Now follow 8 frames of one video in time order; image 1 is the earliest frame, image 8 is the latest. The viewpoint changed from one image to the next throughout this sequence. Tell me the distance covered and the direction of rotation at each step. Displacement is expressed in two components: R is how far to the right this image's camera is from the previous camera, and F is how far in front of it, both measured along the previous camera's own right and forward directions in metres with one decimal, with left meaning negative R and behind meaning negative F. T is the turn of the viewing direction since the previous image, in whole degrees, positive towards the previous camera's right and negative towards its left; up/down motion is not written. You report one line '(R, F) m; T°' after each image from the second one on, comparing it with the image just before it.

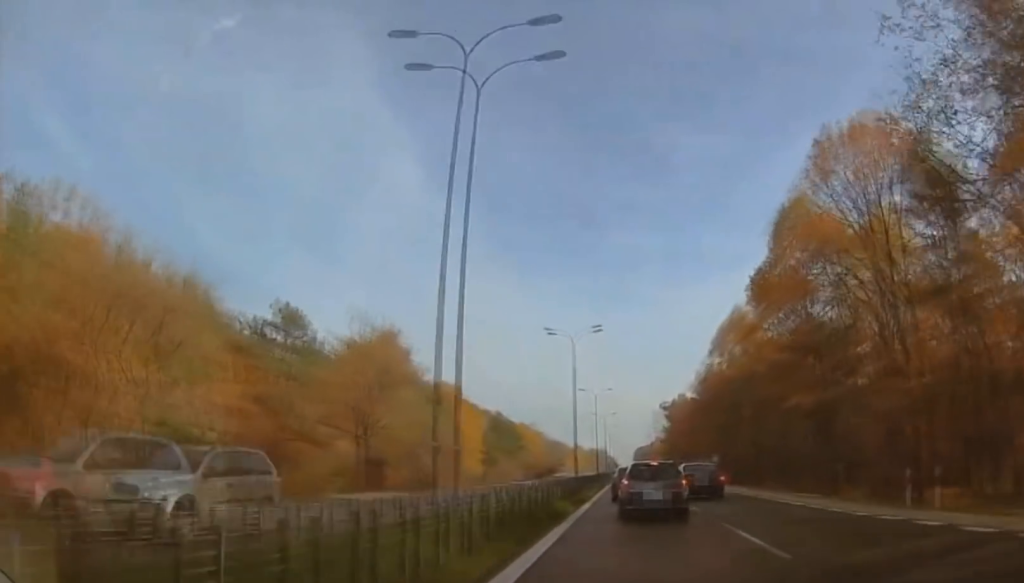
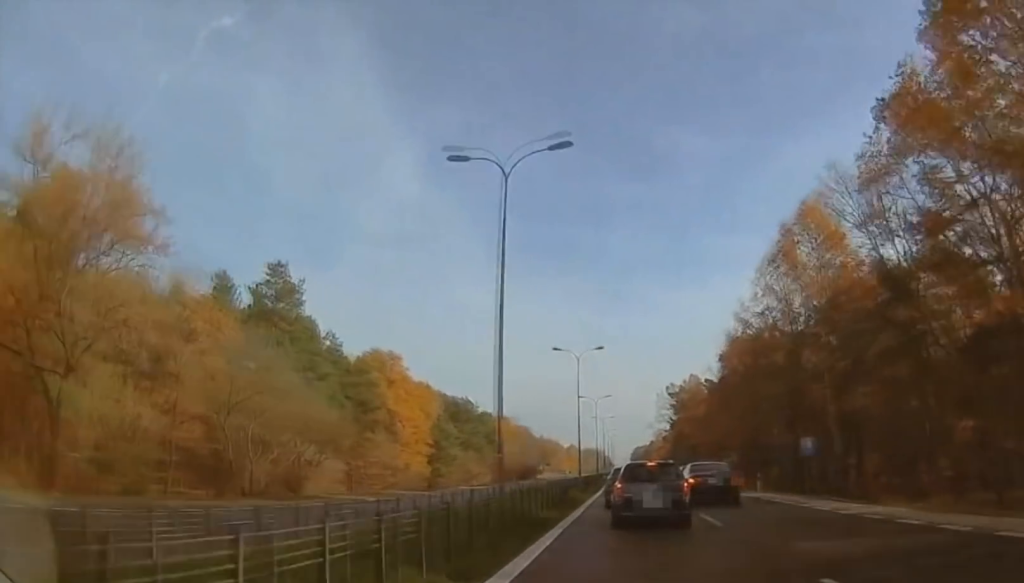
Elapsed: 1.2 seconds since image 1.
(0.0, +29.9) m; +2°
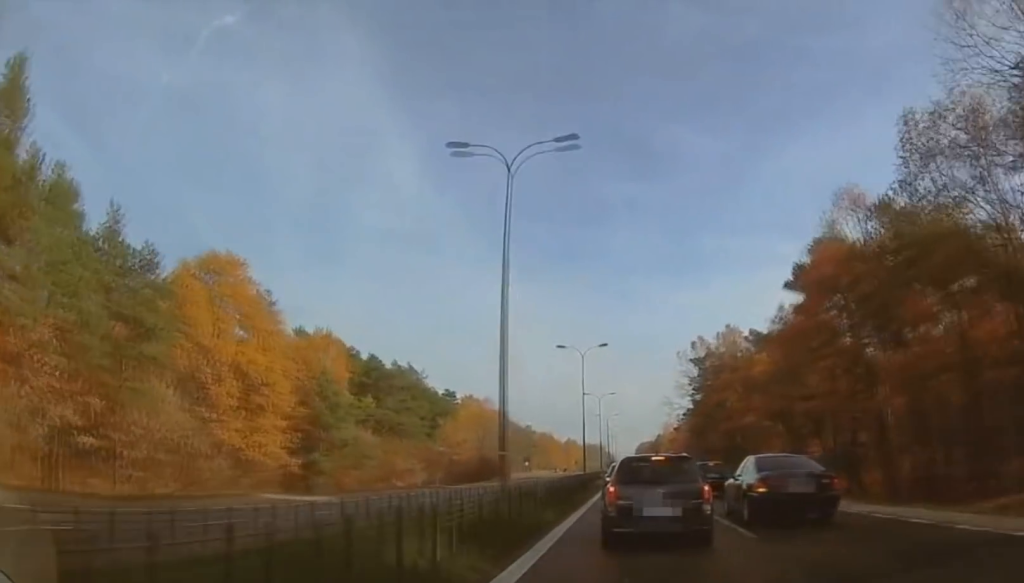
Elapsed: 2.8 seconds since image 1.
(-0.1, +37.7) m; -1°
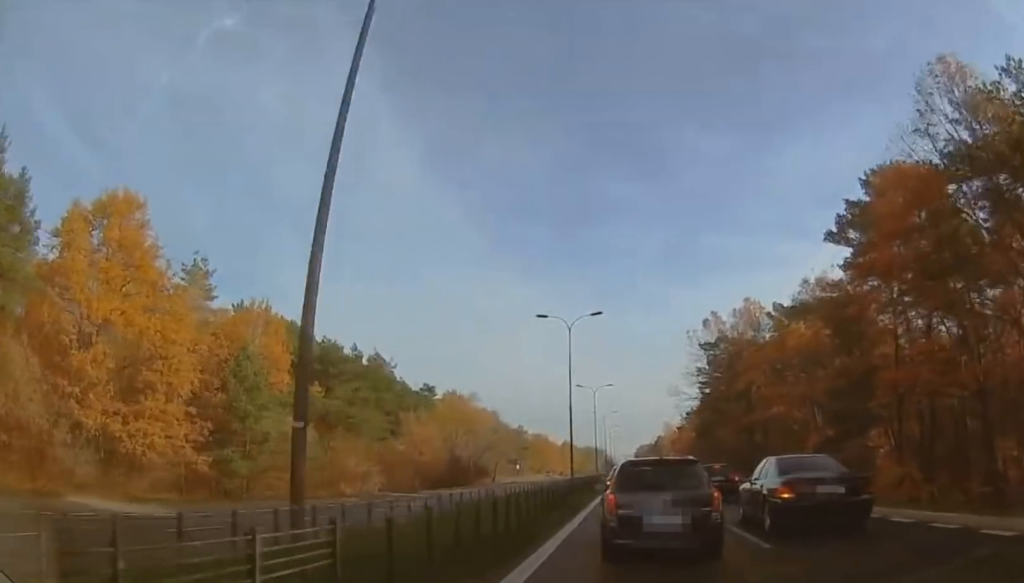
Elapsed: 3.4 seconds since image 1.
(-0.8, +13.5) m; 0°
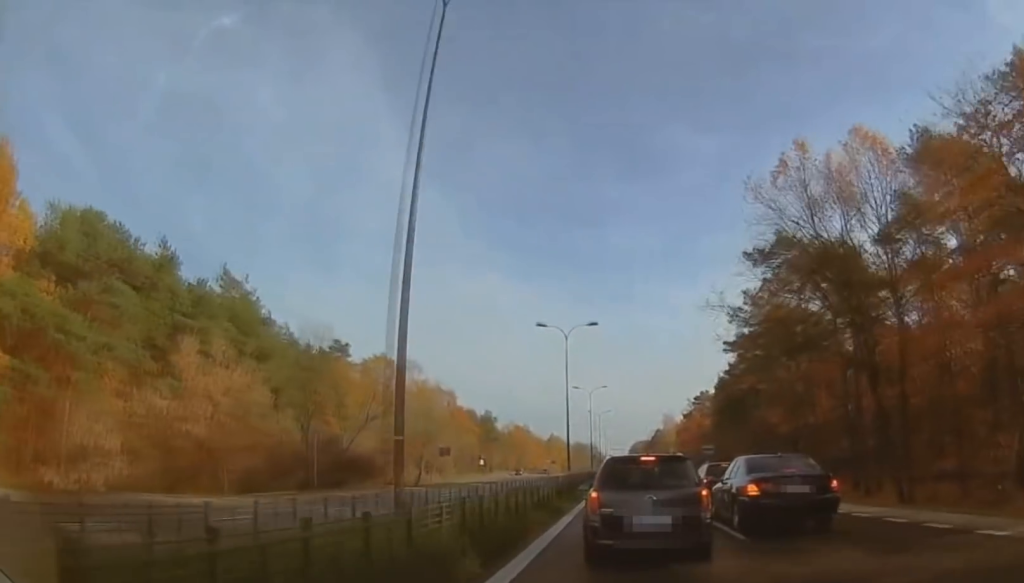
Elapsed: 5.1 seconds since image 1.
(+0.4, +35.2) m; -3°
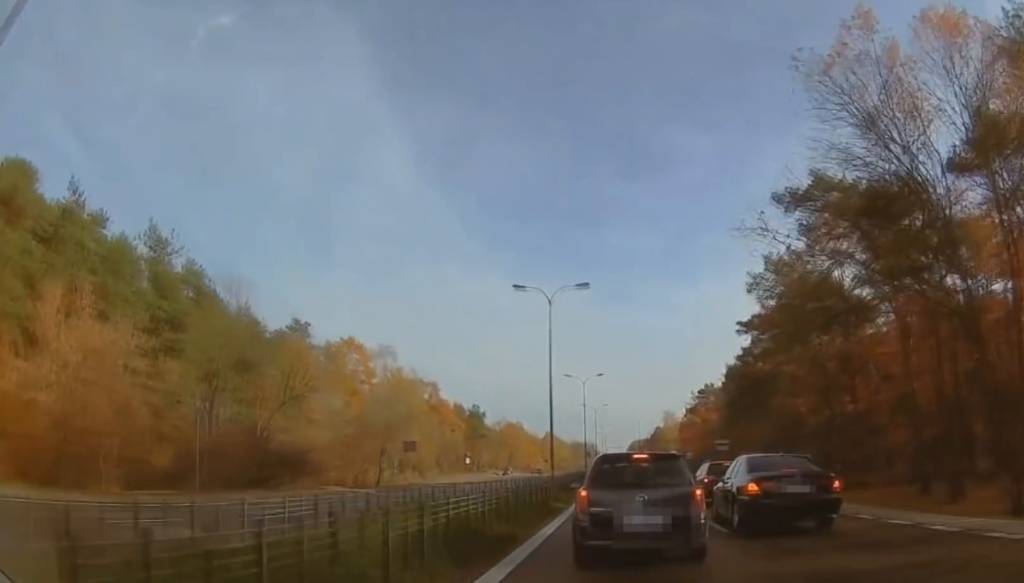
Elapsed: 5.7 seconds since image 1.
(-0.2, +10.6) m; 0°
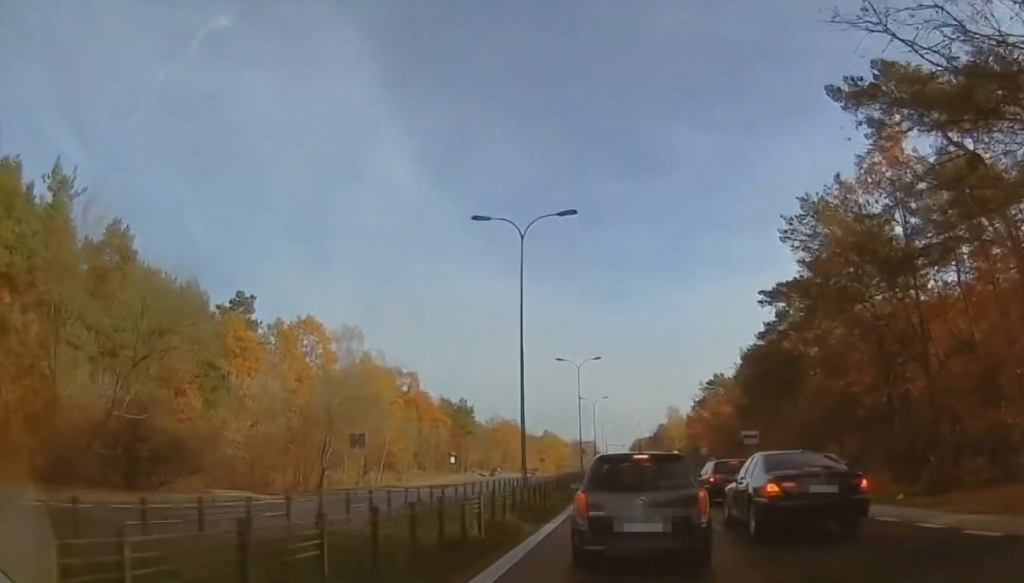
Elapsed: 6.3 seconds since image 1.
(-0.2, +11.7) m; +2°
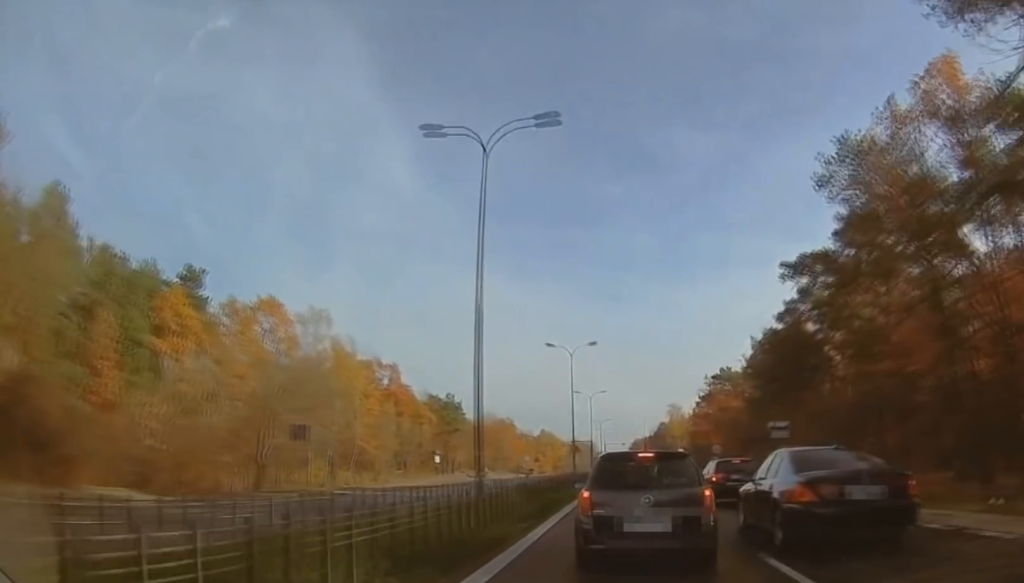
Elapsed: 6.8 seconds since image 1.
(+0.3, +8.0) m; +1°
